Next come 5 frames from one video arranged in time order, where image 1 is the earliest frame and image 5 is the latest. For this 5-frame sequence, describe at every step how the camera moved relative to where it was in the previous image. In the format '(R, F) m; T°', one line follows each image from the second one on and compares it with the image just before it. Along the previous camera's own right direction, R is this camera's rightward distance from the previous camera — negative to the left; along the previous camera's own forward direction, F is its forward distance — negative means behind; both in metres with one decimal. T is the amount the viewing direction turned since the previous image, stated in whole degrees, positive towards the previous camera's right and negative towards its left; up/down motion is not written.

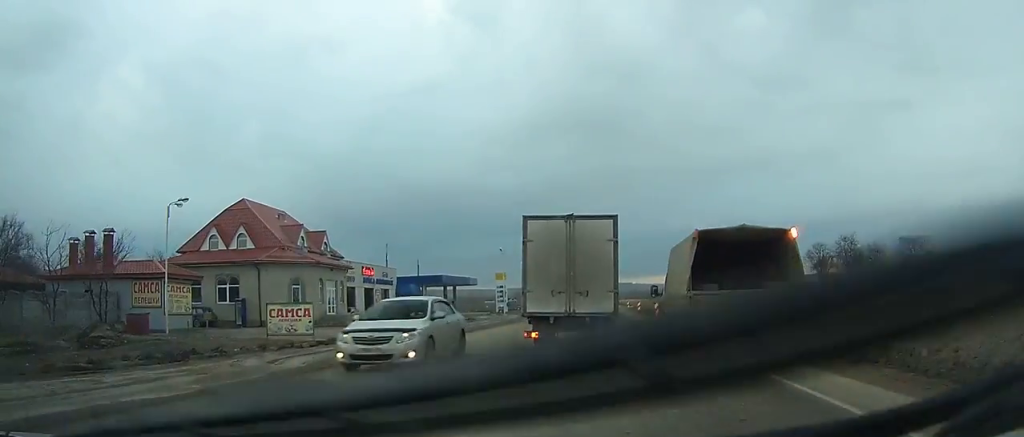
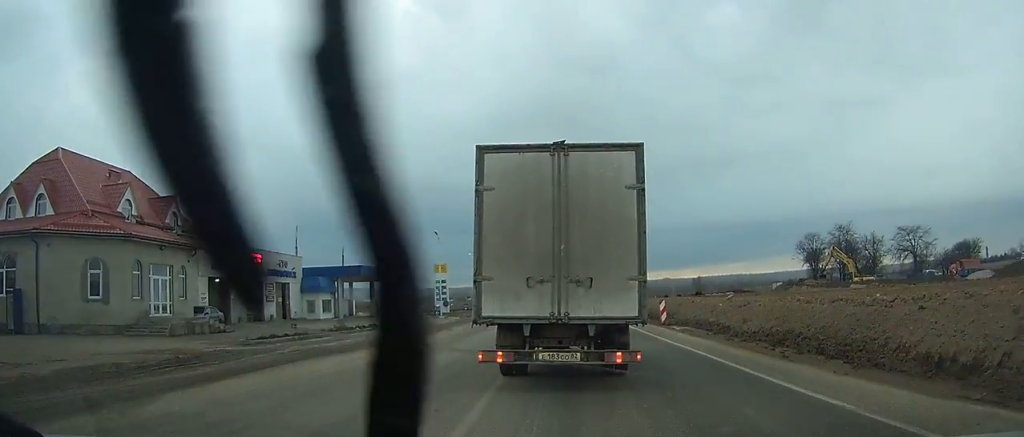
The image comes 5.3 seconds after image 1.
(+0.8, +14.5) m; +3°
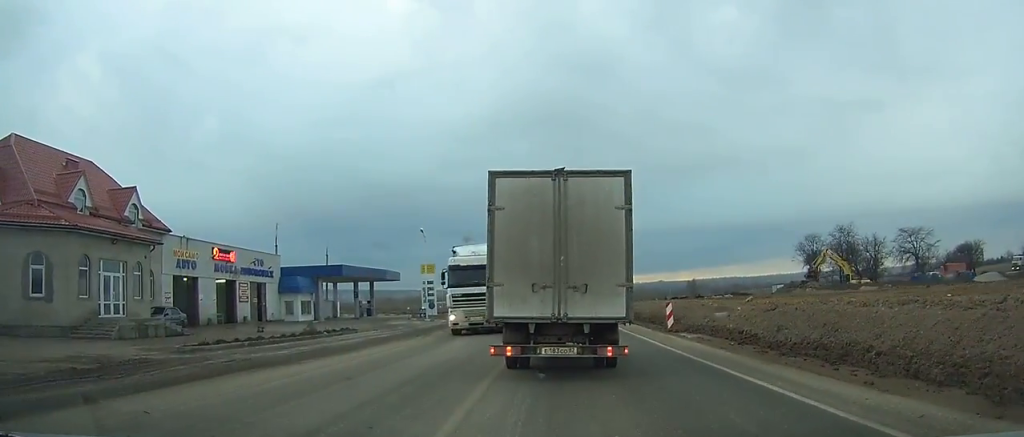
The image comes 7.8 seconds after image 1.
(-0.1, +6.5) m; -1°
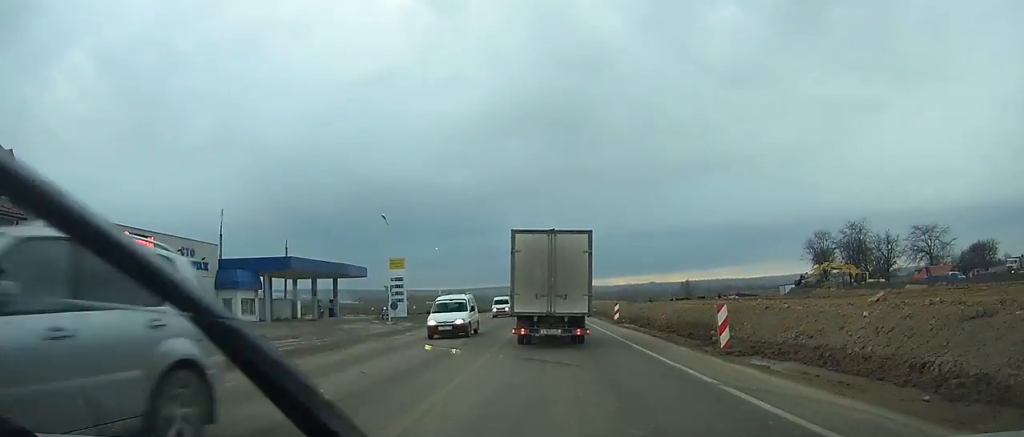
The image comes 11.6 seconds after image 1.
(0.0, +13.2) m; +1°
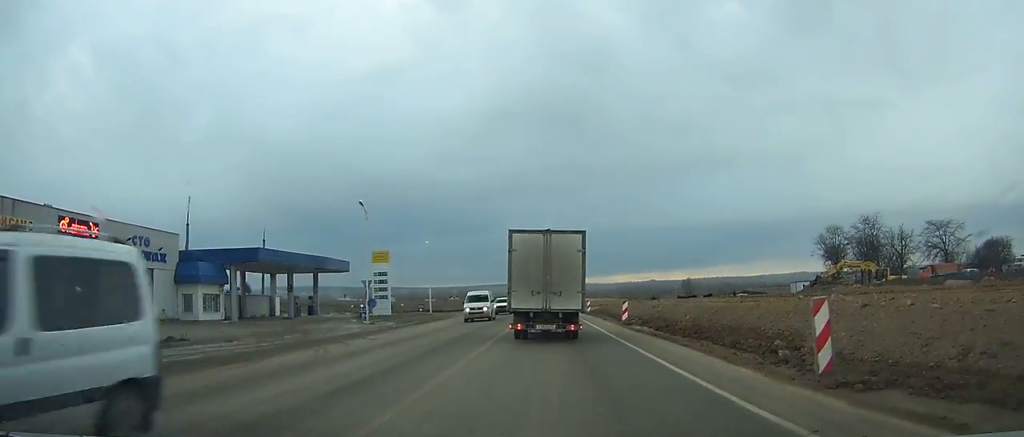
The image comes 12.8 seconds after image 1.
(0.0, +5.8) m; 0°
